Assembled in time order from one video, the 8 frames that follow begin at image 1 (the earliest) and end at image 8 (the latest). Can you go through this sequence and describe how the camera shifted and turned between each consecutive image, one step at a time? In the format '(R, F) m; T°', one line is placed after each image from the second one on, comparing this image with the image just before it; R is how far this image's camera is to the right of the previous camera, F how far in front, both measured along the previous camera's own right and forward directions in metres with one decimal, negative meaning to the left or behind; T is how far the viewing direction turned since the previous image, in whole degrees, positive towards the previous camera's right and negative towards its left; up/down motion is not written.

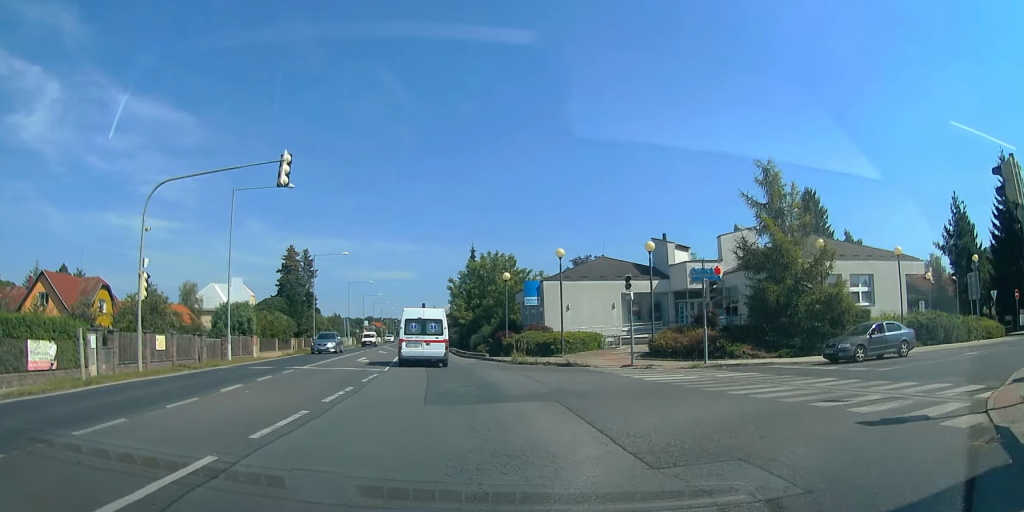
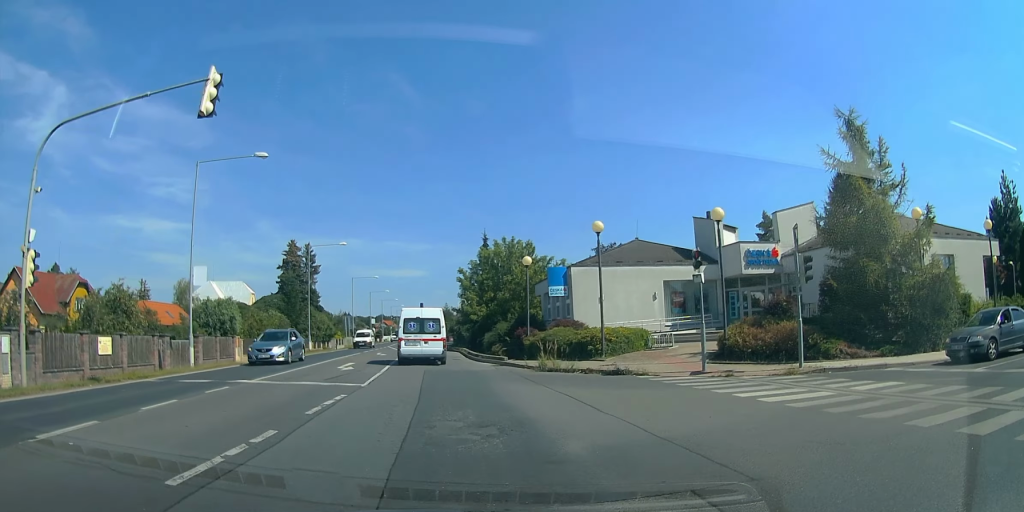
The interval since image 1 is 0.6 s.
(0.0, +6.5) m; 0°
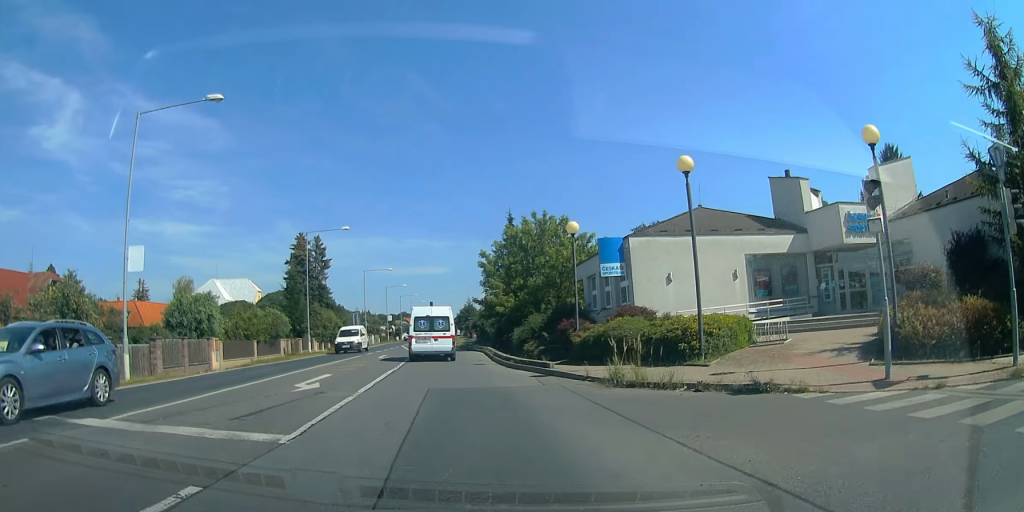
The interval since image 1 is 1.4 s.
(0.0, +7.7) m; 0°
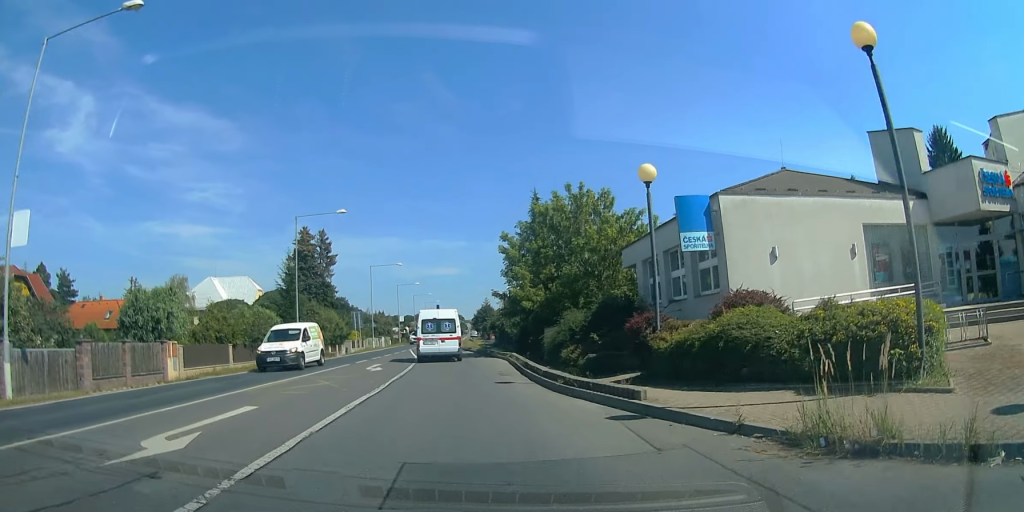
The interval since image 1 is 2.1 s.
(0.0, +7.5) m; 0°
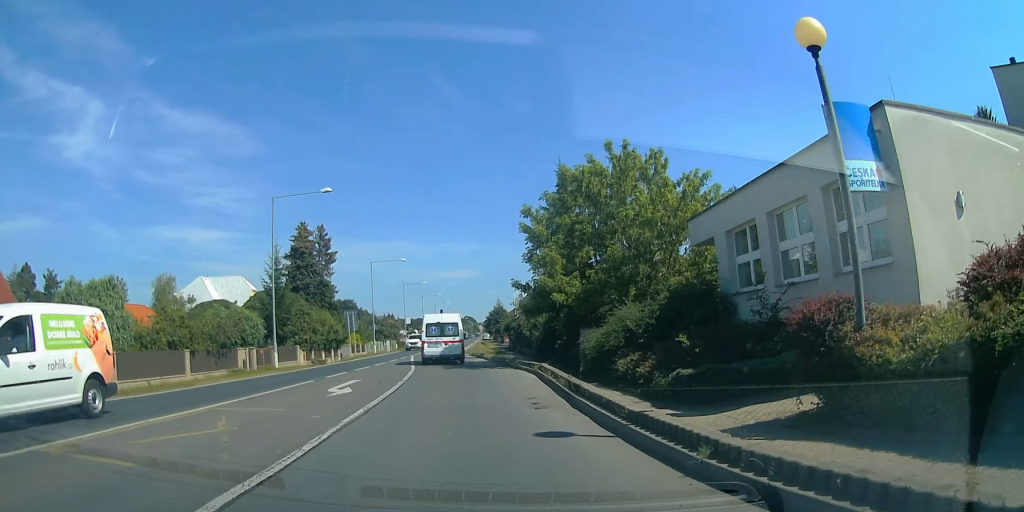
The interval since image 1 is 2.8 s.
(0.0, +7.2) m; 0°
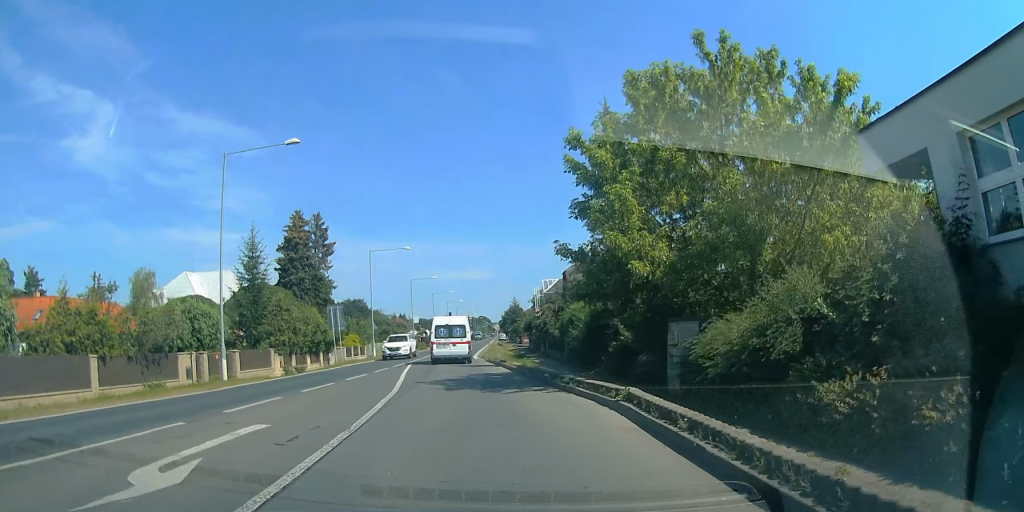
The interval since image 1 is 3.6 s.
(0.0, +9.4) m; -1°
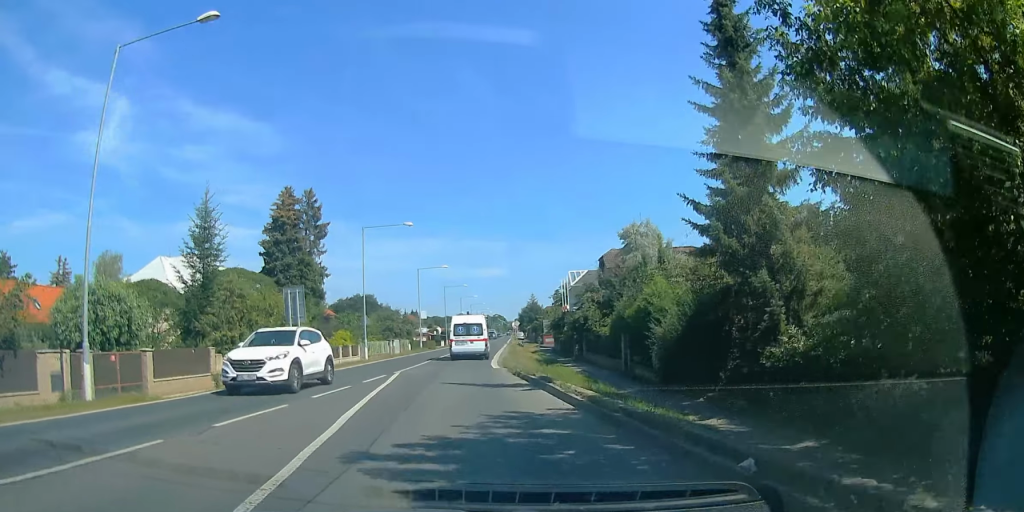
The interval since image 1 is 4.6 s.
(-0.2, +11.2) m; -1°
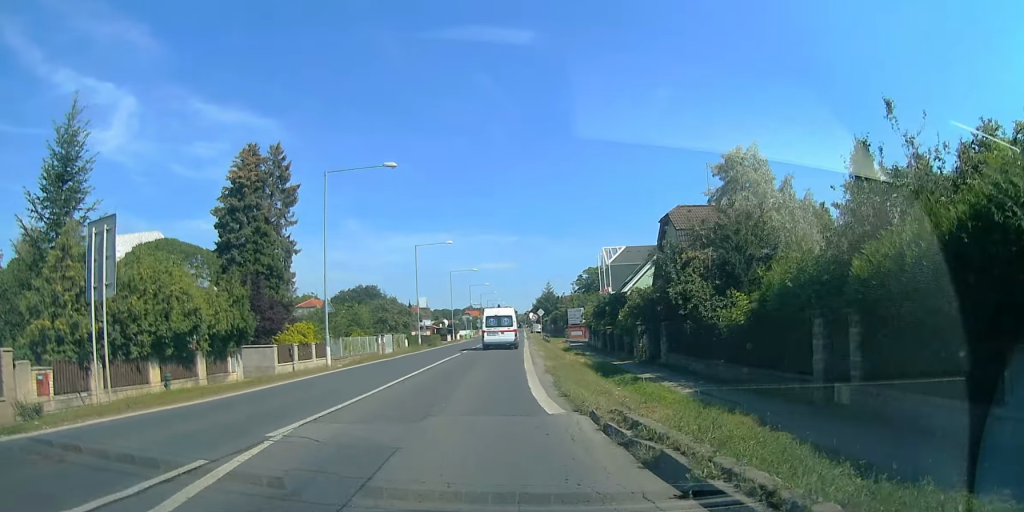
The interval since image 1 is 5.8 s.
(-0.1, +14.8) m; 0°
